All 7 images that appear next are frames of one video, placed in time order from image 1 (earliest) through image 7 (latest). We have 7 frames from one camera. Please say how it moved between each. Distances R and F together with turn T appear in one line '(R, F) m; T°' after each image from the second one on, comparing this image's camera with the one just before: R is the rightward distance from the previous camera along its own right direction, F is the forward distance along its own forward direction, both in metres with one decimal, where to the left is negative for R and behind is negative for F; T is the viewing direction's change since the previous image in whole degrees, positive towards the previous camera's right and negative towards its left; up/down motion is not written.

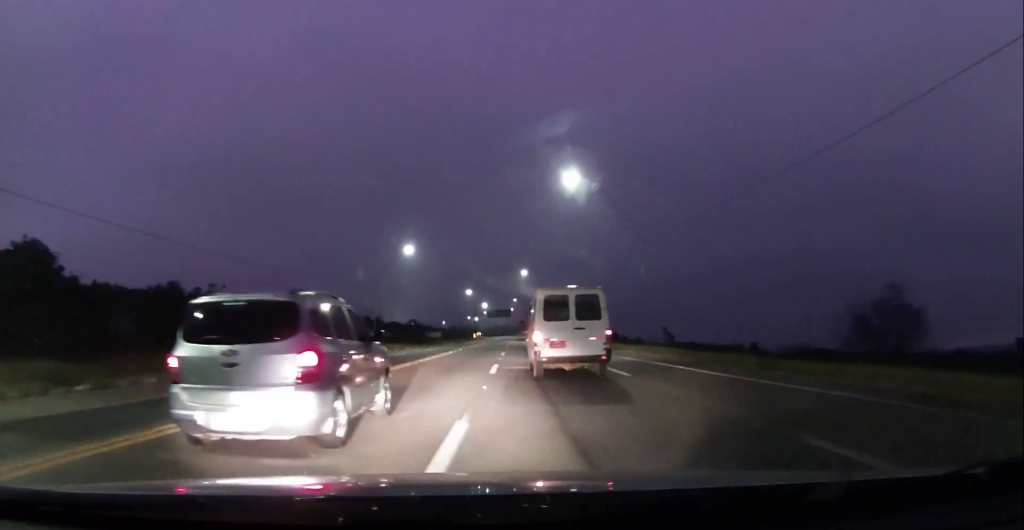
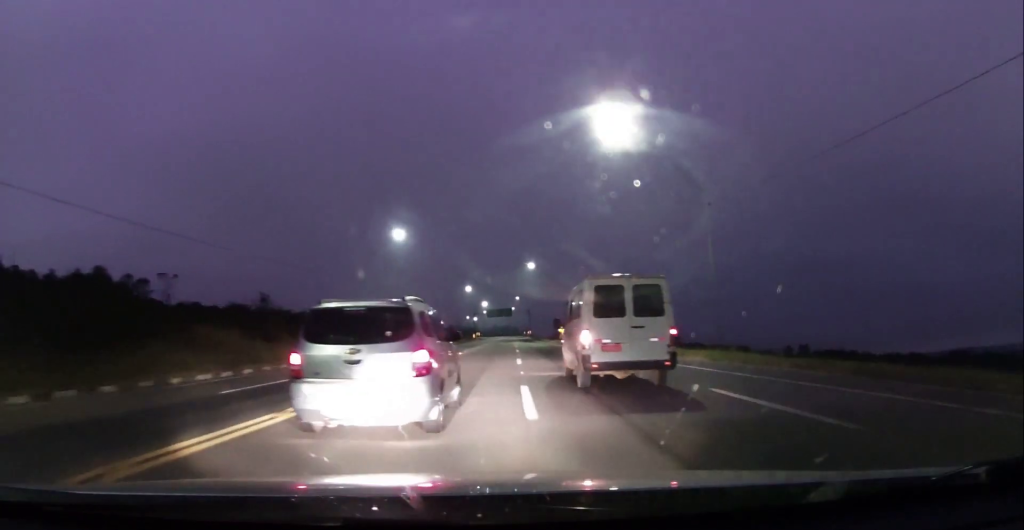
(-0.1, +10.4) m; 0°
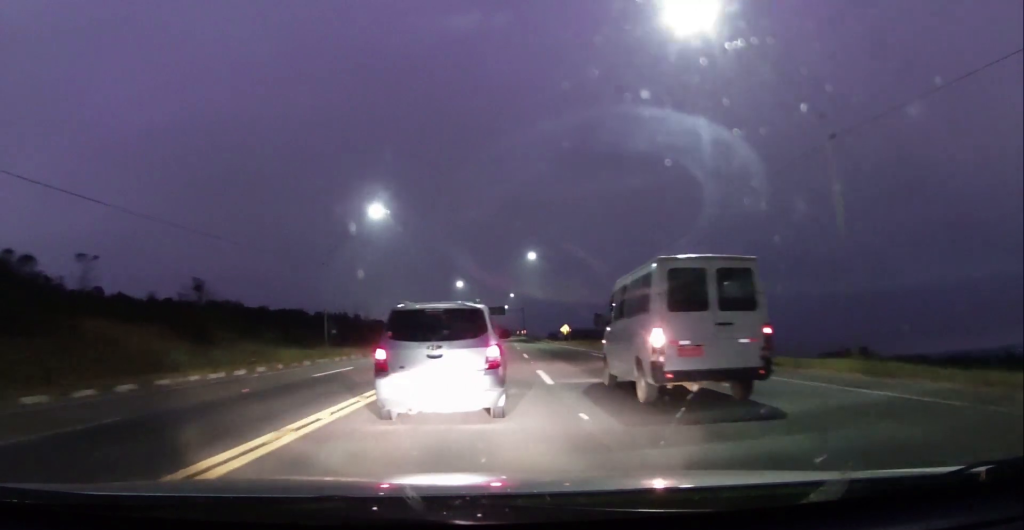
(0.0, +10.4) m; 0°
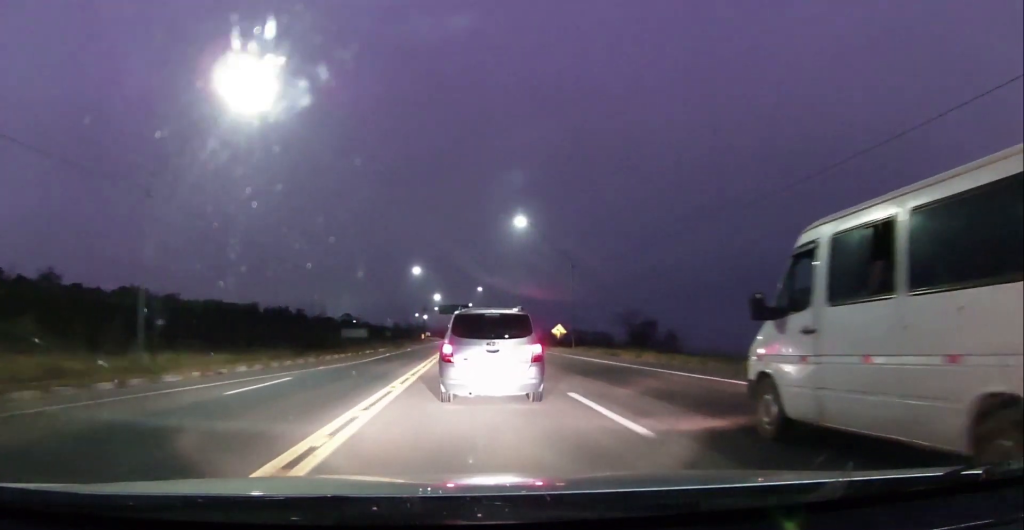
(0.0, +23.2) m; +2°
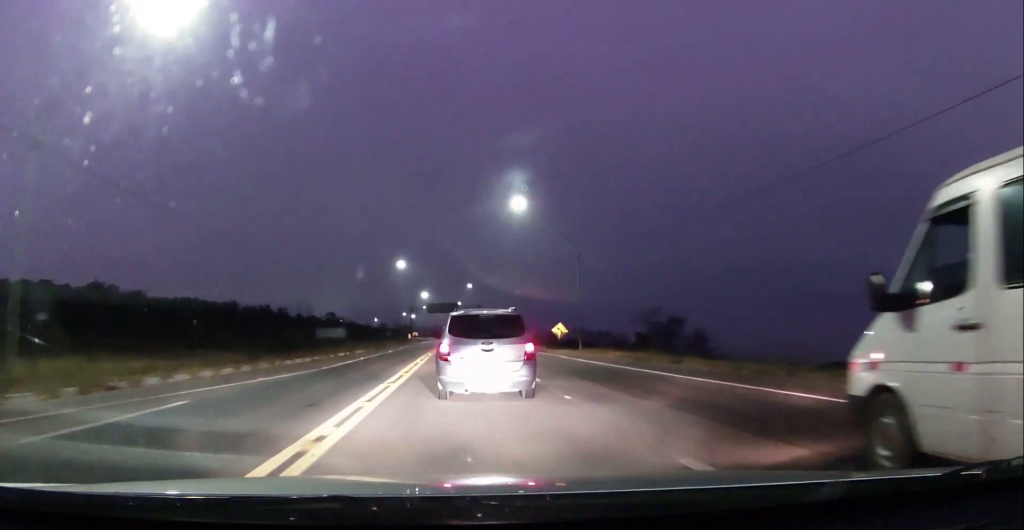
(+0.2, +7.0) m; +1°
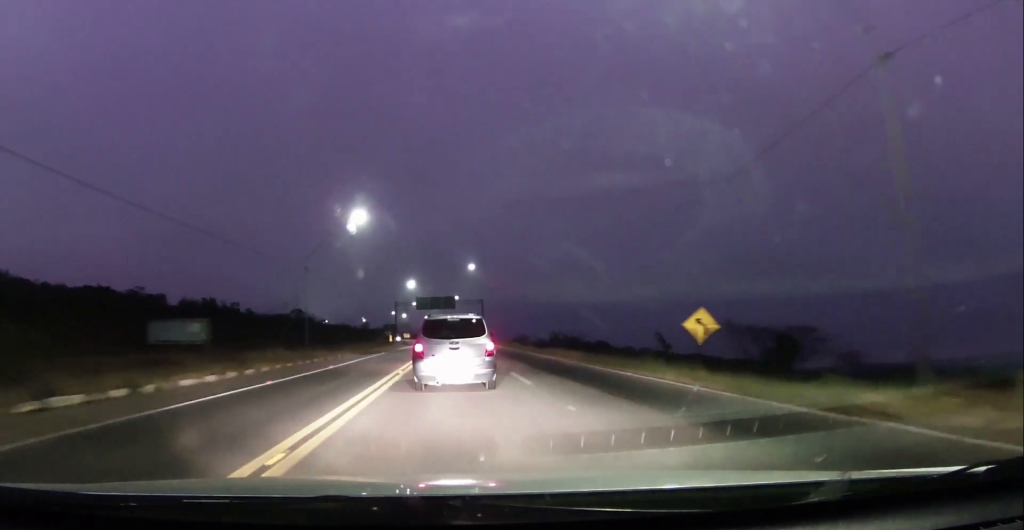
(+0.7, +33.1) m; +1°
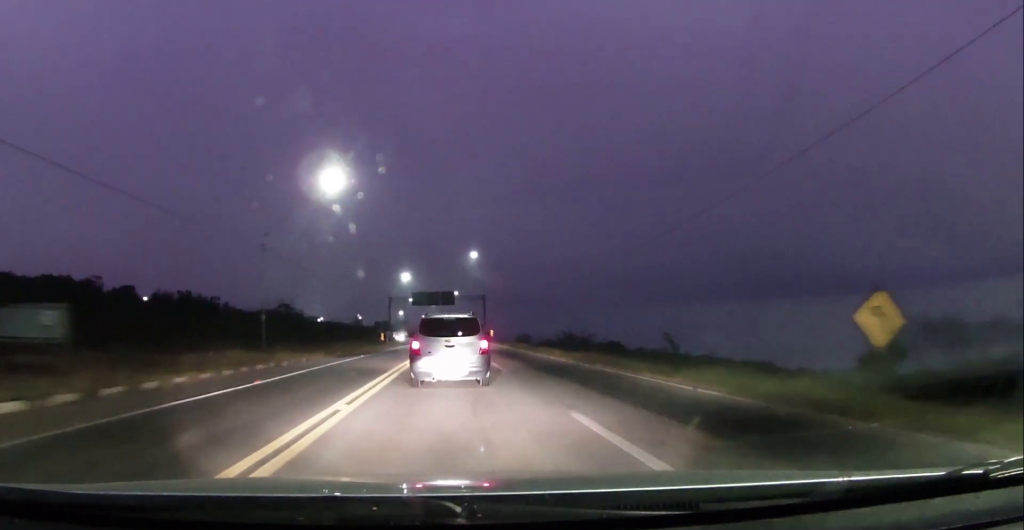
(0.0, +10.6) m; 0°
